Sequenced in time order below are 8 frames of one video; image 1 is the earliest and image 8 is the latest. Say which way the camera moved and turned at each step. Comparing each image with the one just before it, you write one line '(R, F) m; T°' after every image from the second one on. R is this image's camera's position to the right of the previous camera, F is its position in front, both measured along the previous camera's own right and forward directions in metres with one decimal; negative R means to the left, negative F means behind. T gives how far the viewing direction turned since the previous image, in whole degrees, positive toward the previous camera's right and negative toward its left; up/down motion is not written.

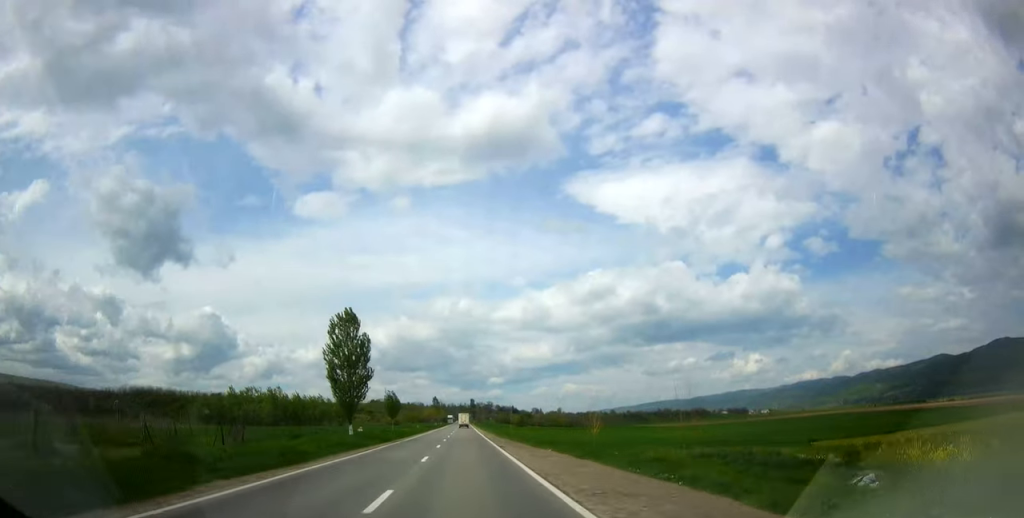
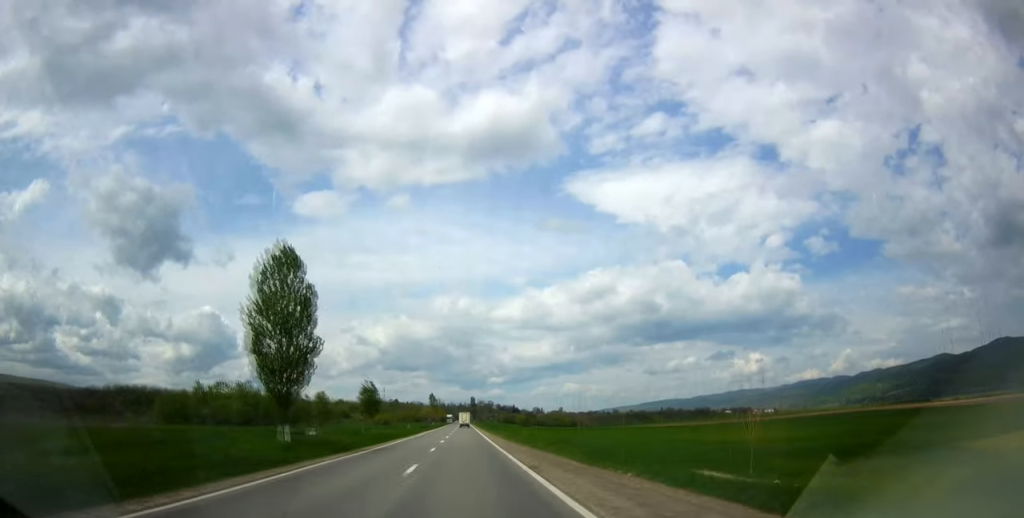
(0.0, +17.3) m; +1°
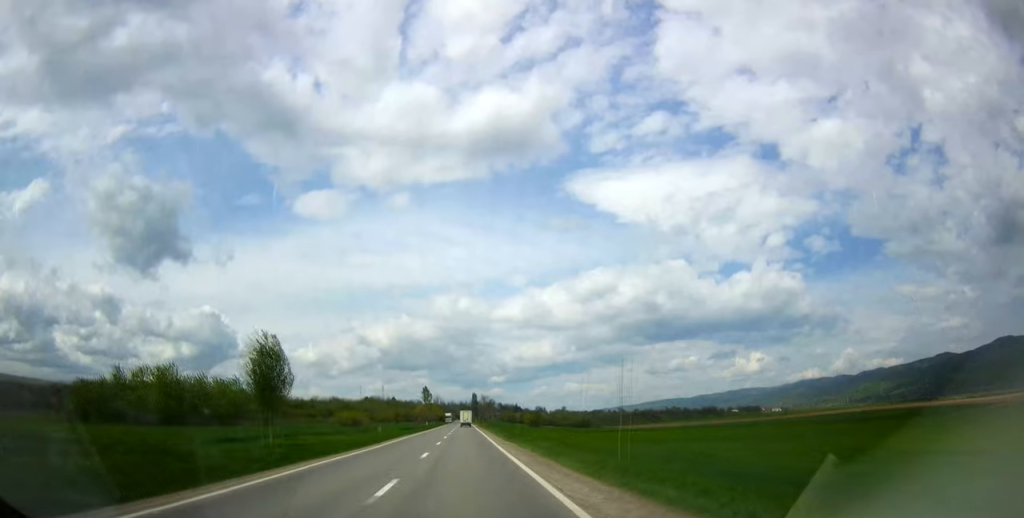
(+0.4, +29.6) m; 0°
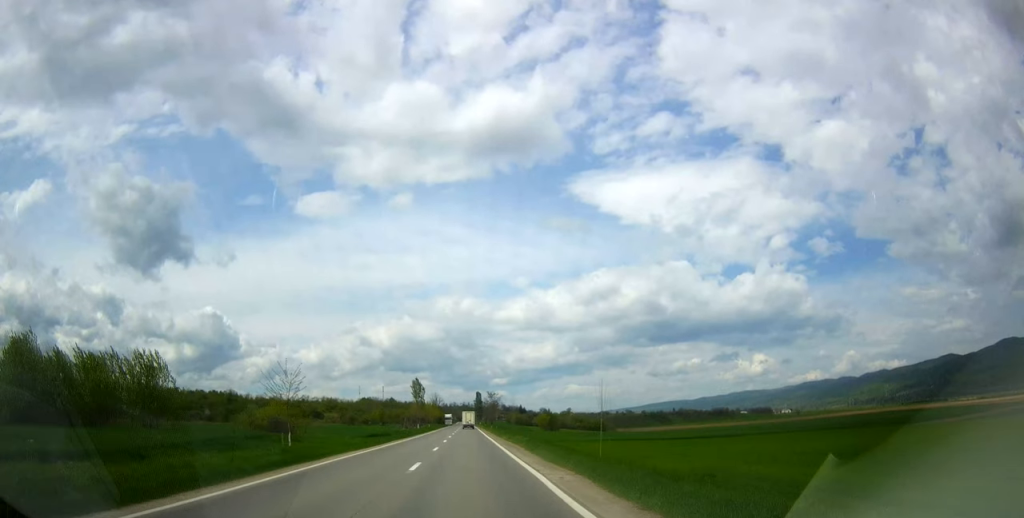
(-0.4, +30.4) m; -2°
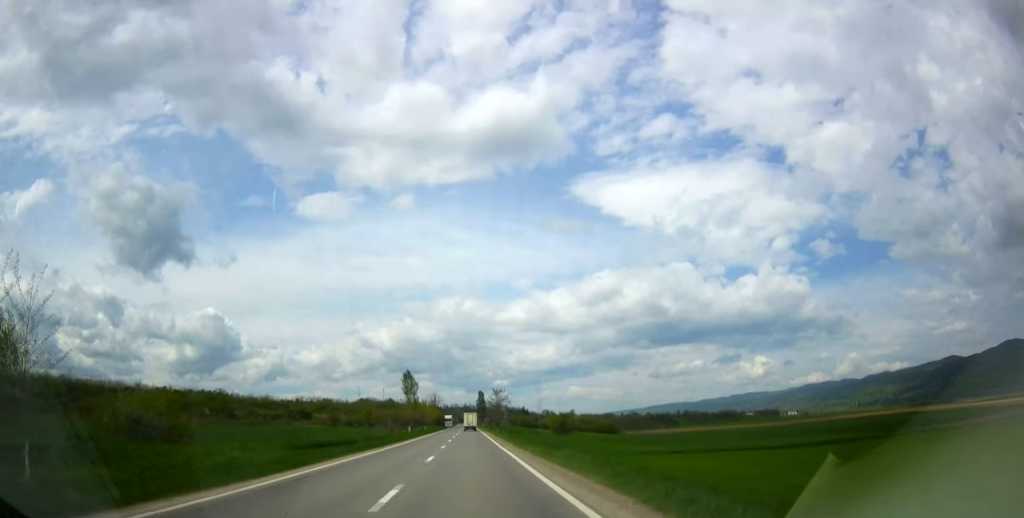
(-0.4, +19.0) m; -1°
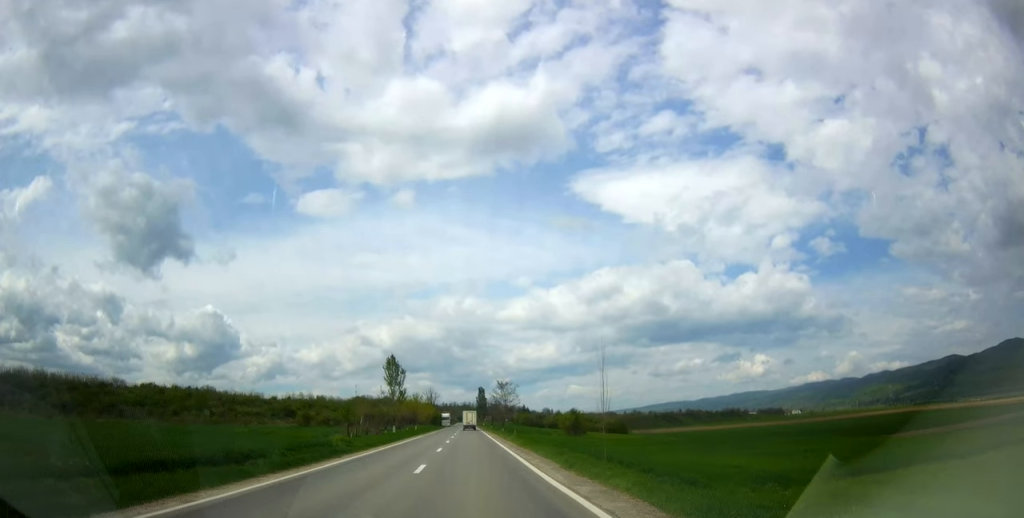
(+0.1, +17.6) m; +1°
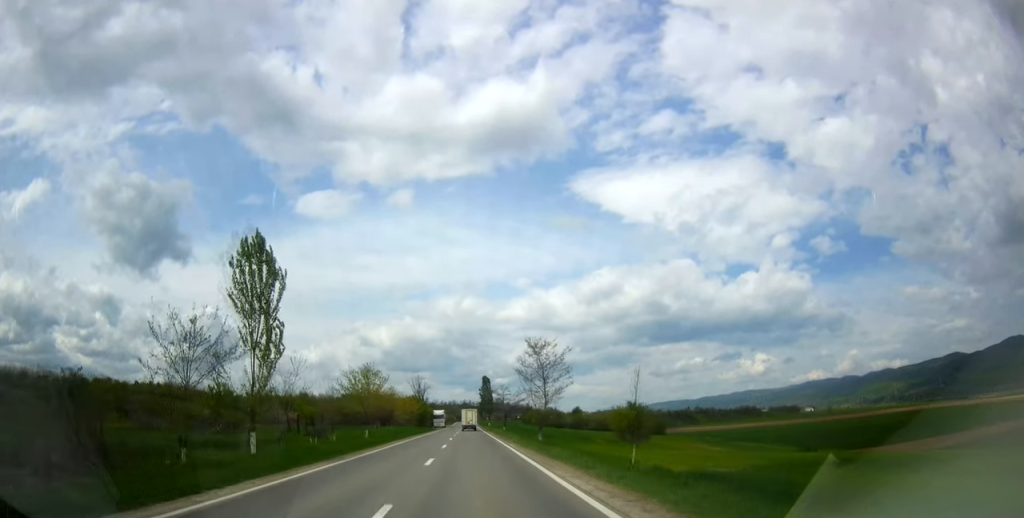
(+1.0, +46.7) m; +1°
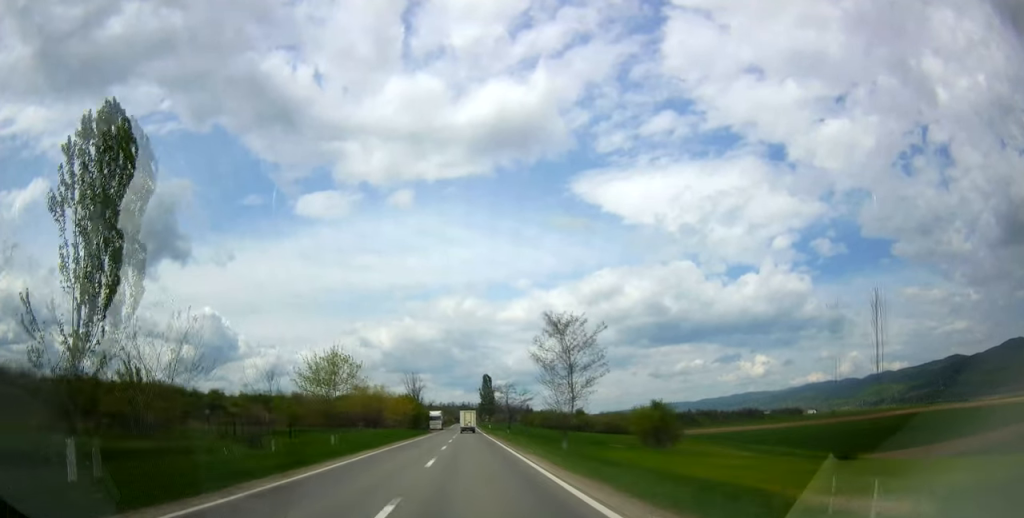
(-0.1, +11.7) m; -1°
